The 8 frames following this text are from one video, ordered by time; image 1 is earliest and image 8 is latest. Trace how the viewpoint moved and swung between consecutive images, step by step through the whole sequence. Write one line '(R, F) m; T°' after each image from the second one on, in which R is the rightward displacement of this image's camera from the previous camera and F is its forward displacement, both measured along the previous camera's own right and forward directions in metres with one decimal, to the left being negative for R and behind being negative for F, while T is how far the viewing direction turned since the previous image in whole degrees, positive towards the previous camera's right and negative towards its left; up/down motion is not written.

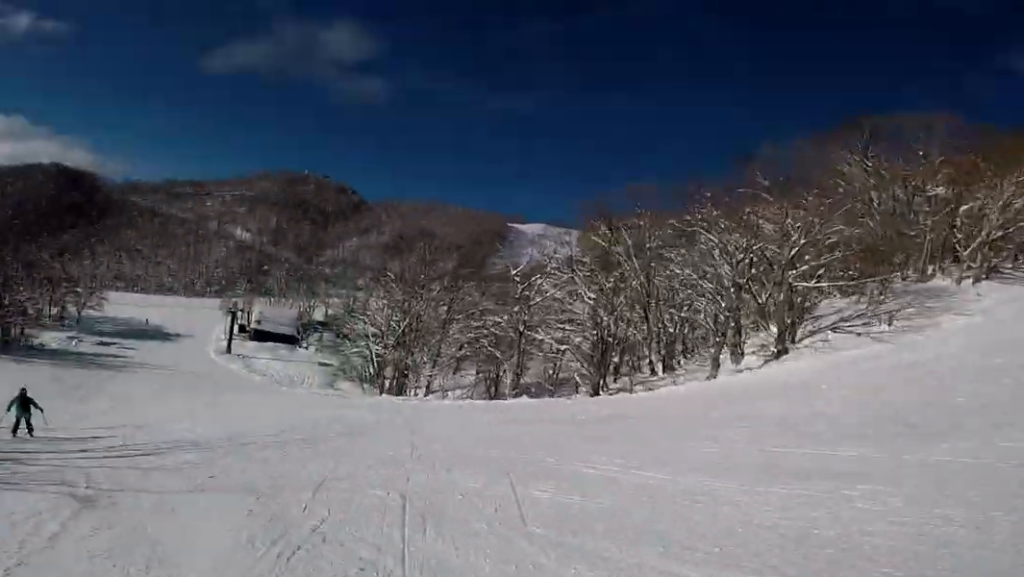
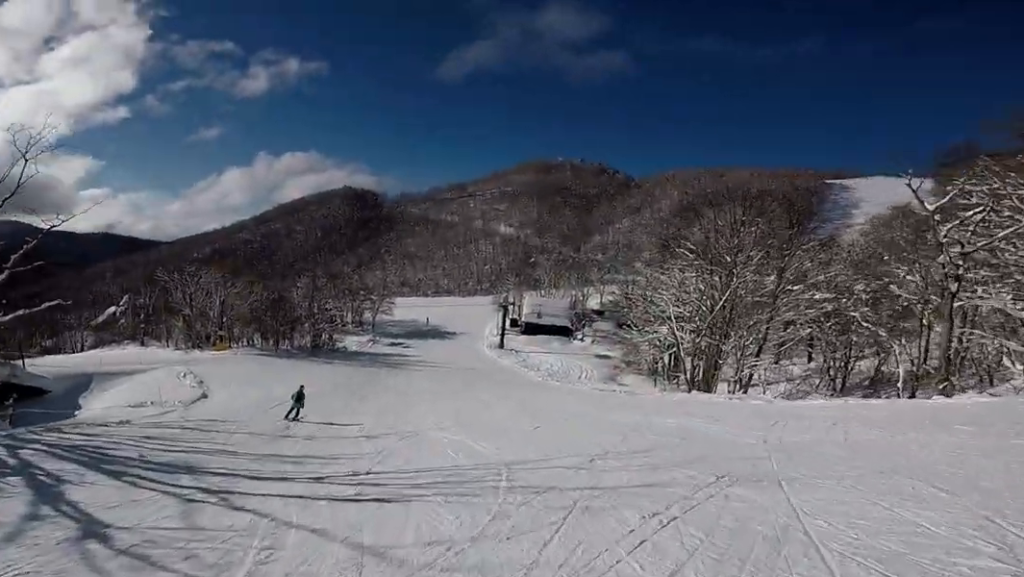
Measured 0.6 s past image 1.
(0.0, +5.5) m; -6°
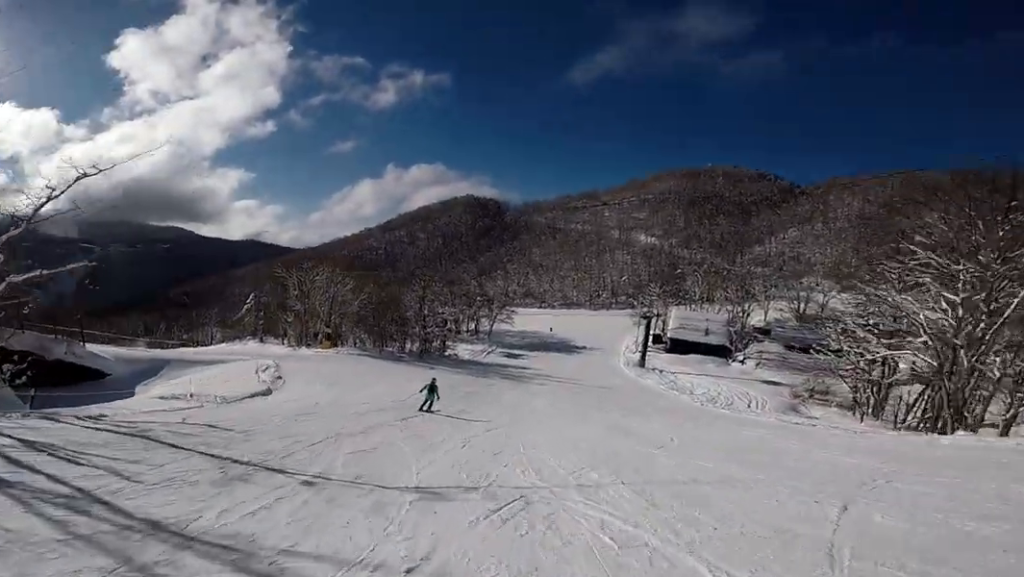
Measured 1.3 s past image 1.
(-1.0, +7.7) m; -5°
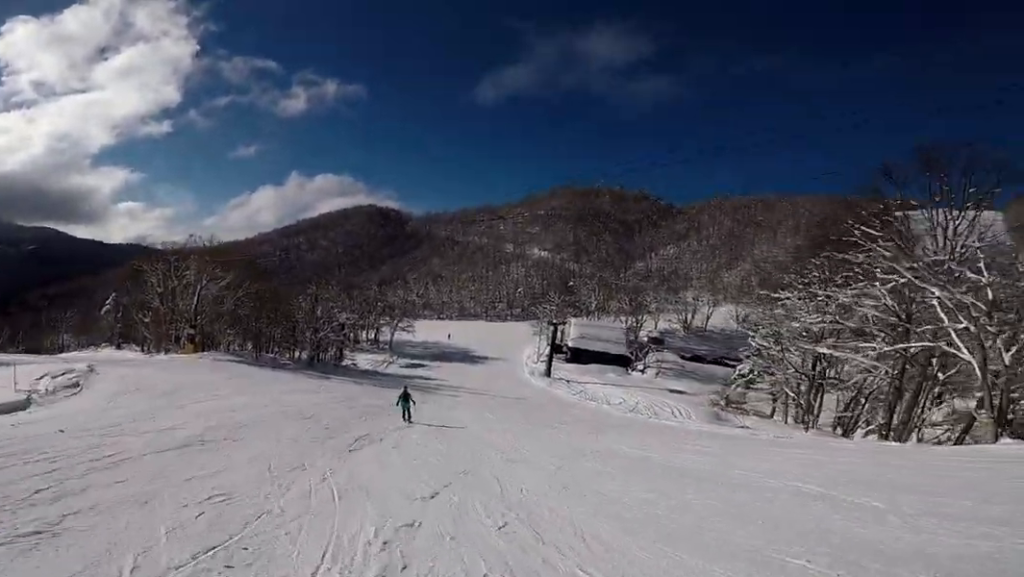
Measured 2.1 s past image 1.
(0.0, +9.0) m; +6°
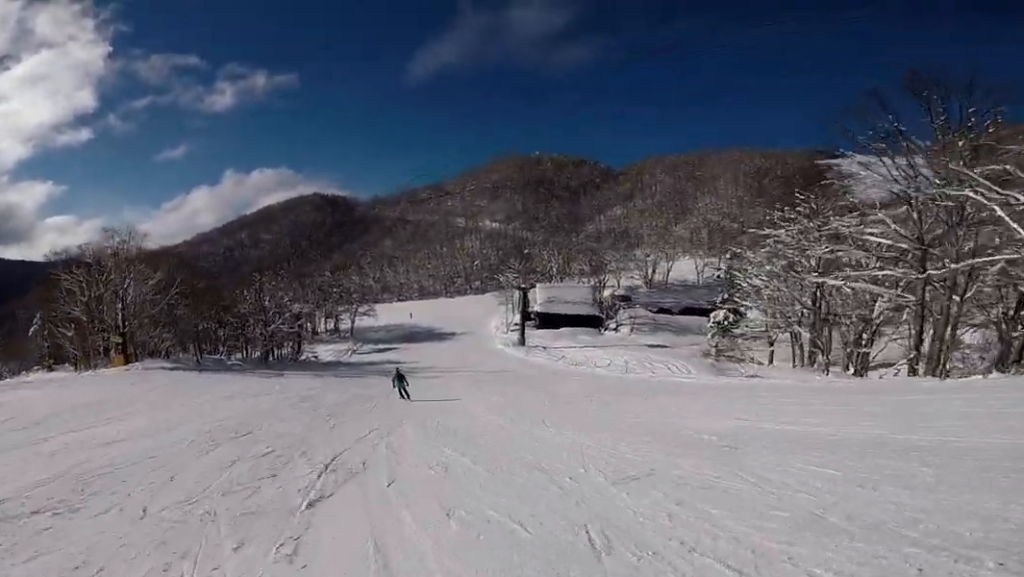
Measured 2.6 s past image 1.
(0.0, +5.2) m; +4°
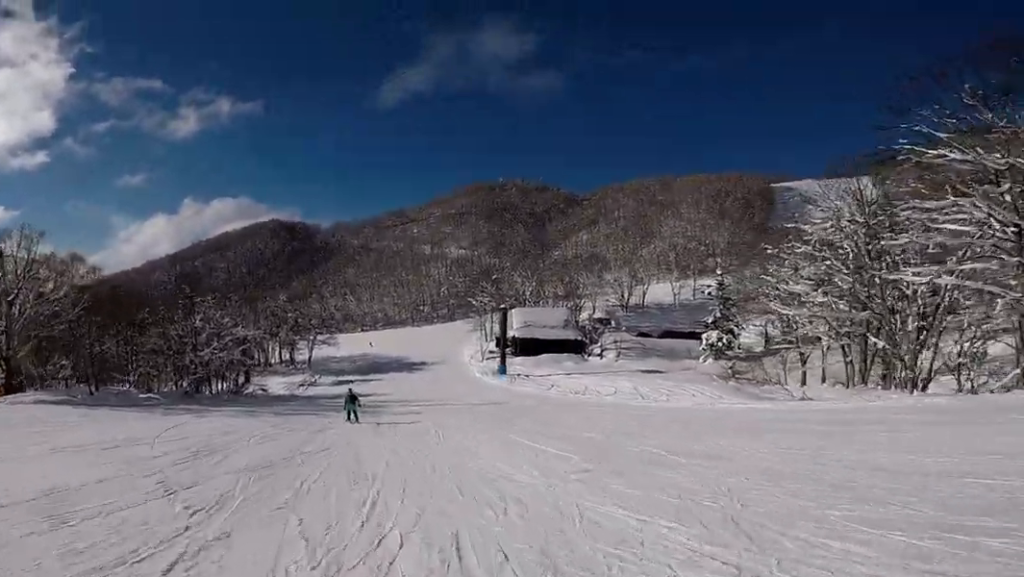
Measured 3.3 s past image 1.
(+1.1, +9.1) m; +6°
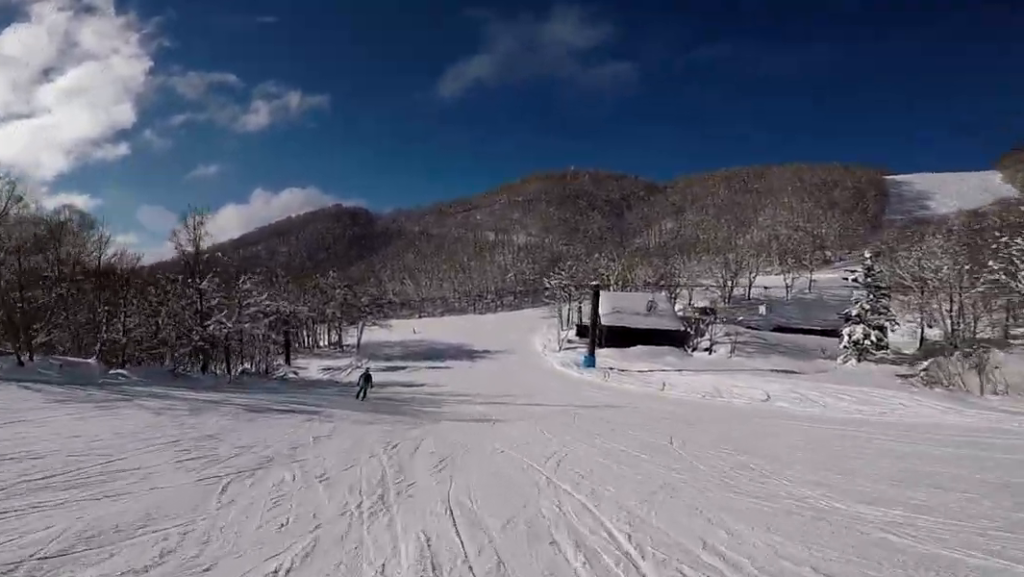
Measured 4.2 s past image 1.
(+0.2, +10.6) m; -1°
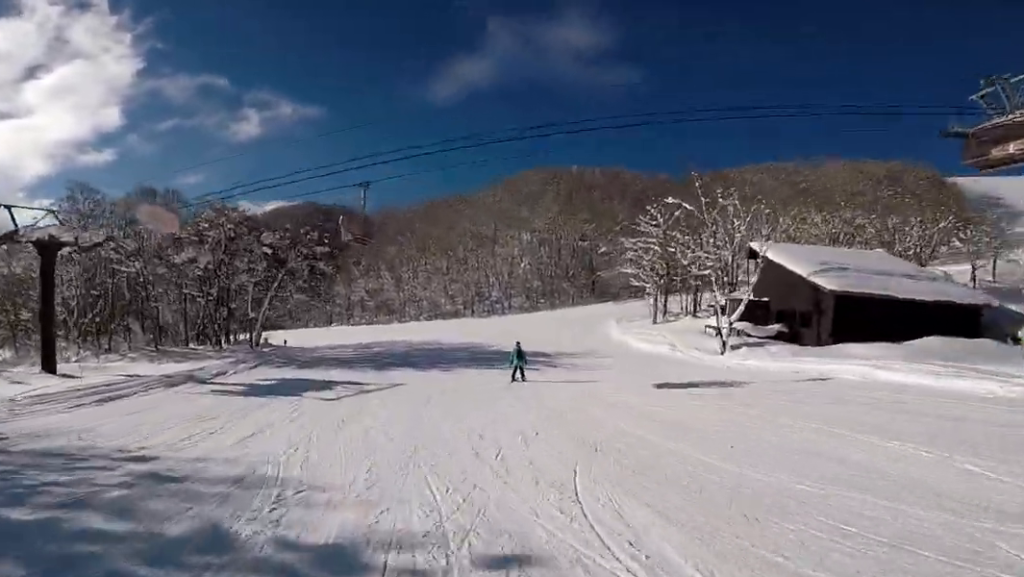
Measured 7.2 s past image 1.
(-2.7, +38.8) m; -4°
